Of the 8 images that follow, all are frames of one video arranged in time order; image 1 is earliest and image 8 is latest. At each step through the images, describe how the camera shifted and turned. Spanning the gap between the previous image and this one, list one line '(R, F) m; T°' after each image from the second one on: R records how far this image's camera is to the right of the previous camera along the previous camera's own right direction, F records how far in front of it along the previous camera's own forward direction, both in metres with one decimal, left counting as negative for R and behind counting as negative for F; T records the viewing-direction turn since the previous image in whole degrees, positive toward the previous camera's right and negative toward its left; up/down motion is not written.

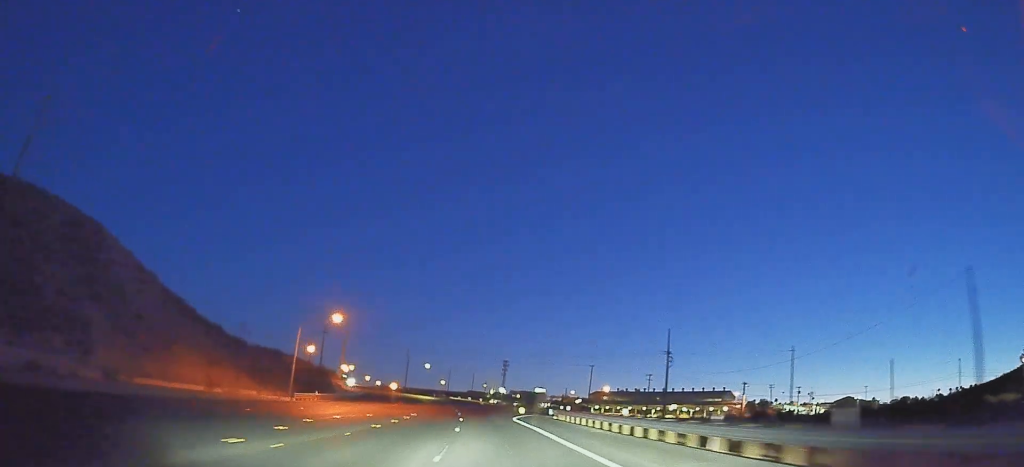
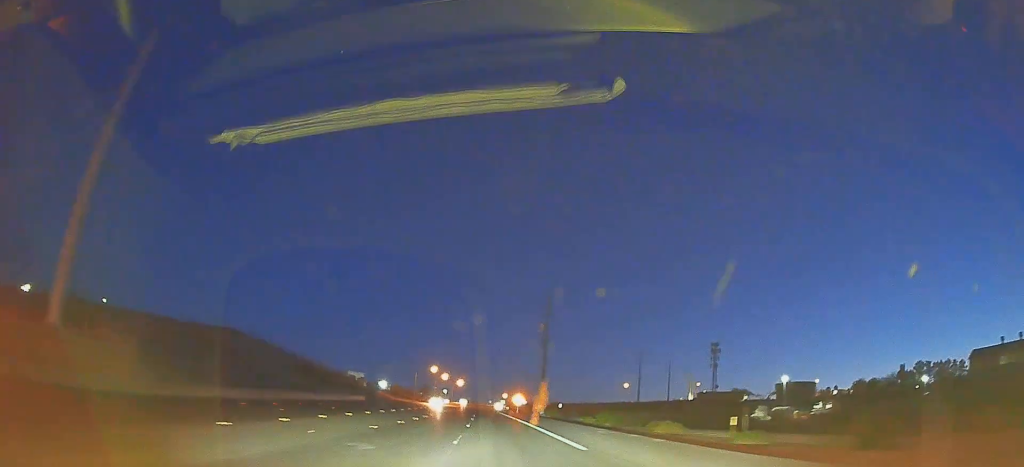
(-24.6, +175.7) m; -13°
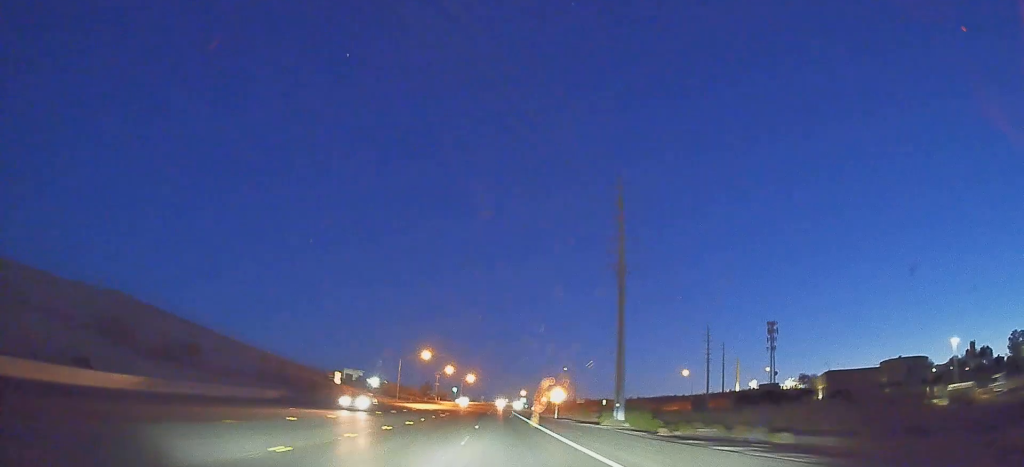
(-0.9, +47.6) m; -1°
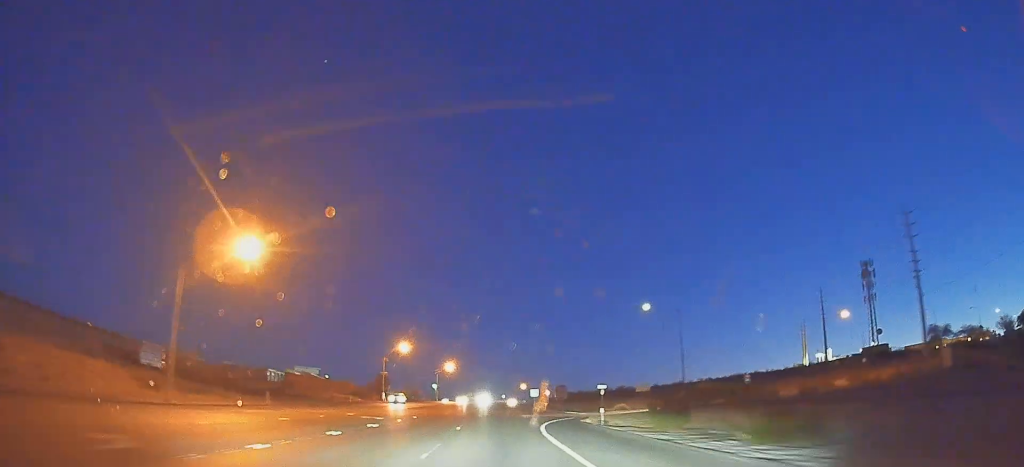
(-0.1, +74.1) m; 0°
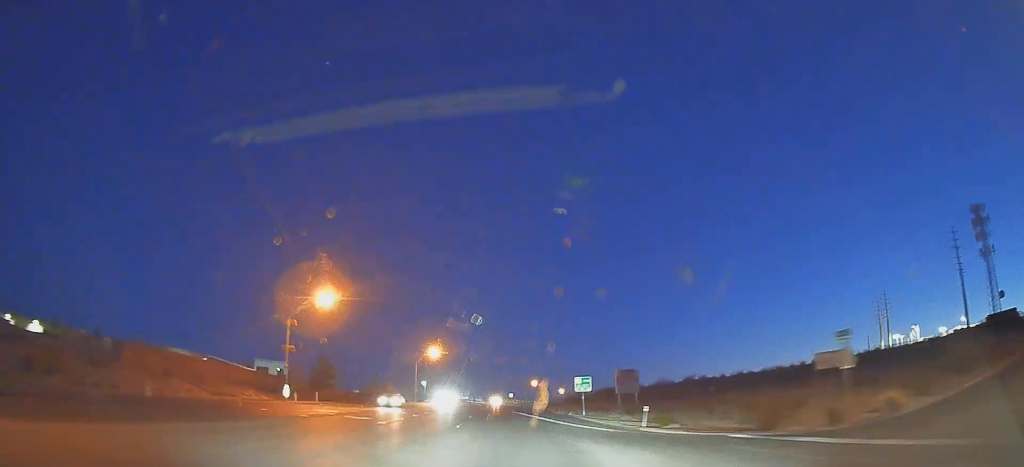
(-0.2, +51.0) m; +1°
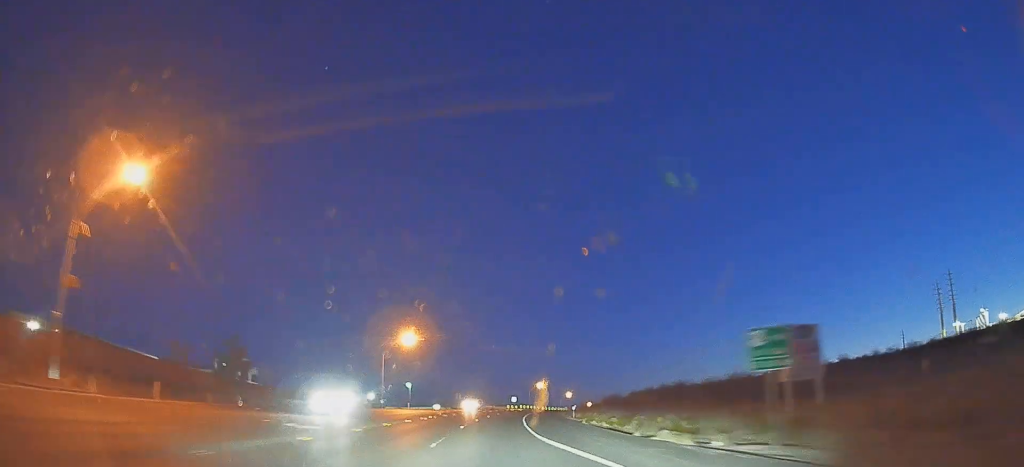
(-0.9, +33.9) m; +1°
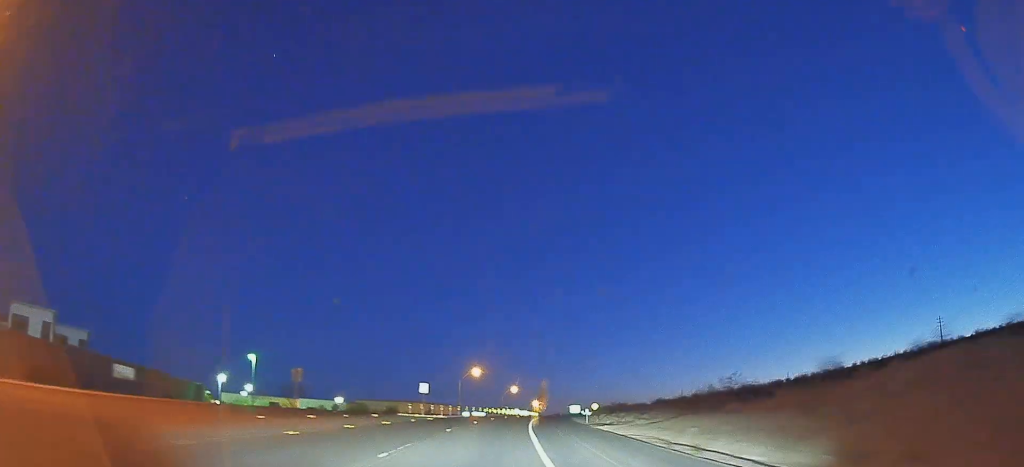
(+4.0, +77.8) m; +7°
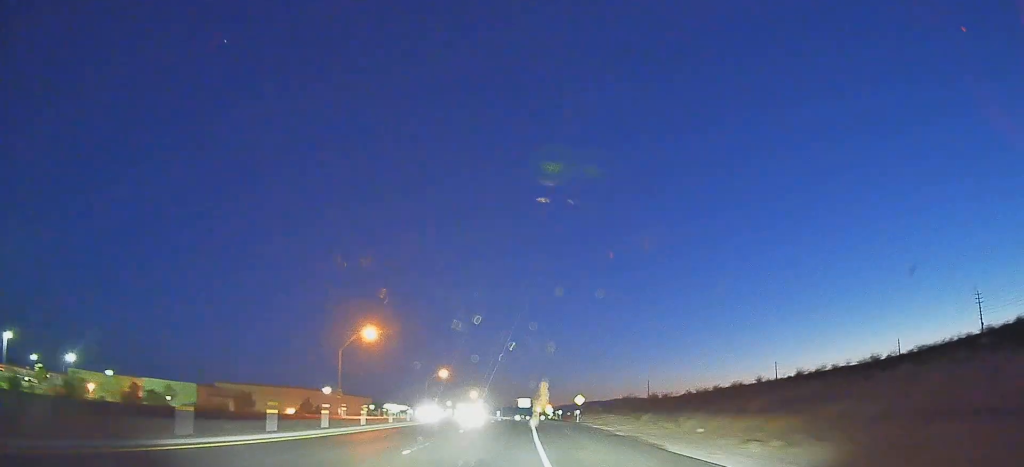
(+4.5, +63.4) m; +5°
